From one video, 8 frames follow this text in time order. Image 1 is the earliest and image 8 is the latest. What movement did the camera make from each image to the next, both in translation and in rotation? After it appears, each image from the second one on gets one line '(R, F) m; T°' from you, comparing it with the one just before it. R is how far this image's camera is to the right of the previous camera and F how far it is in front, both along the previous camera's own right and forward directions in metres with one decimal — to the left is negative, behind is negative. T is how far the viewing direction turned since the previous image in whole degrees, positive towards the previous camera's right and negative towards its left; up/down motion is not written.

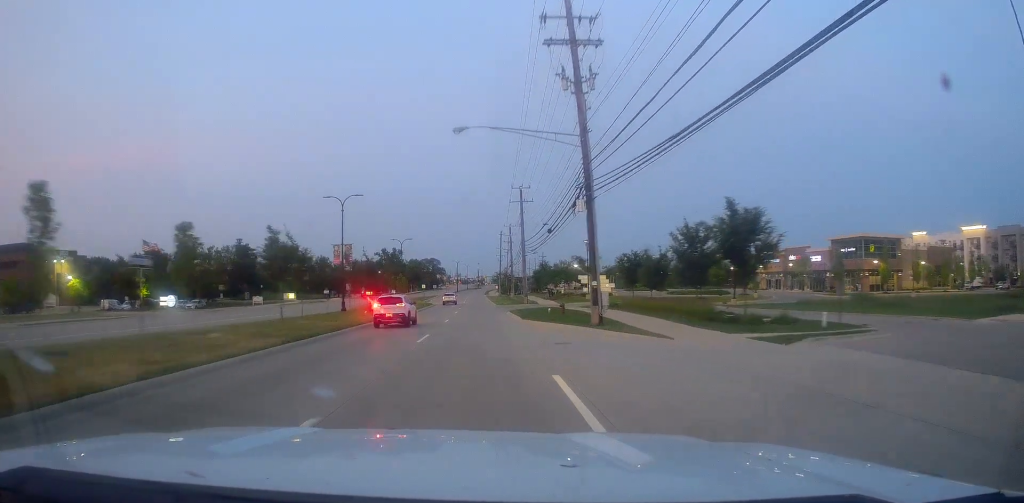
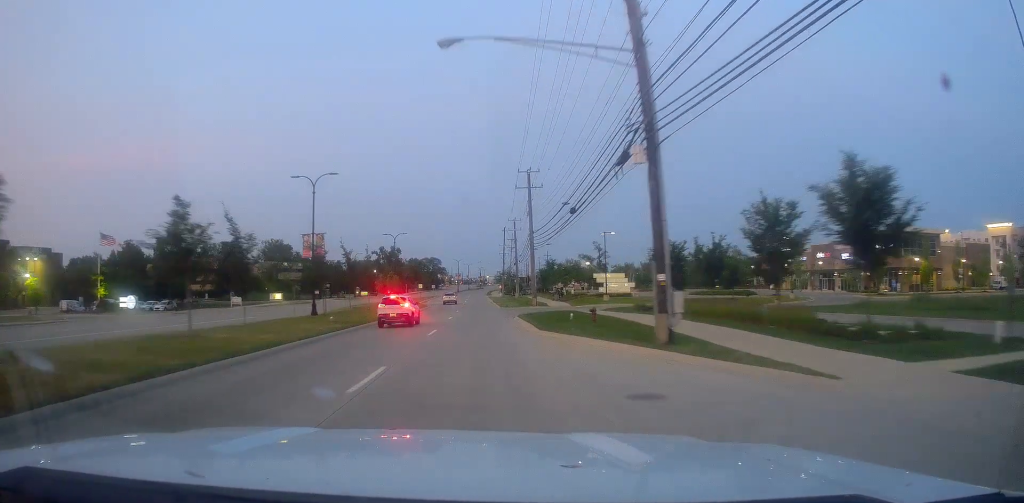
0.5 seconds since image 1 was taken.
(-0.2, +10.5) m; -1°
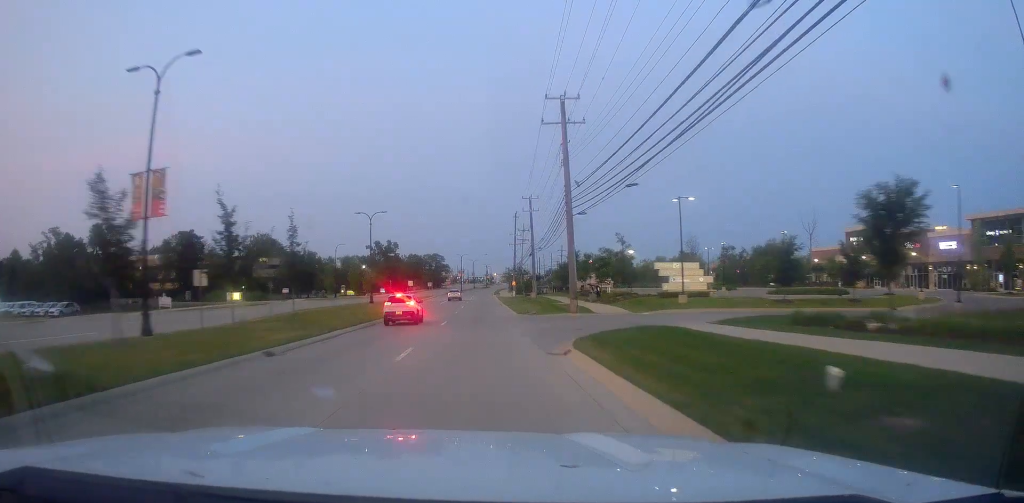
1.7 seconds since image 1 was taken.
(-0.6, +25.2) m; 0°
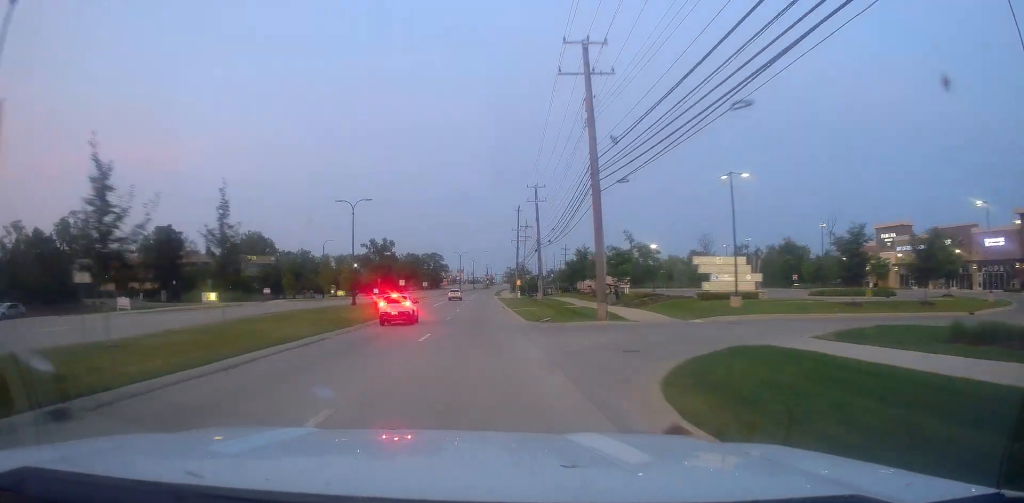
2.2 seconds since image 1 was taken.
(-0.1, +9.8) m; 0°
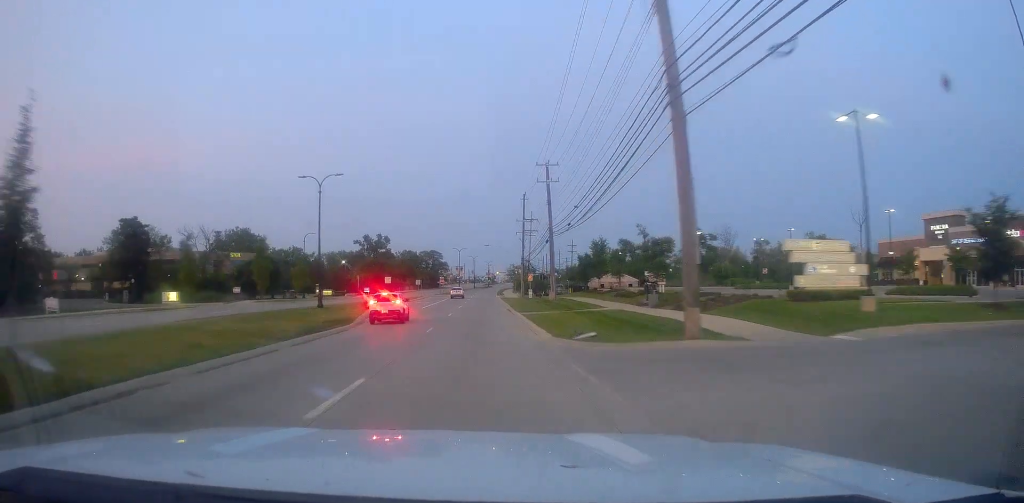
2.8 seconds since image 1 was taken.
(+0.5, +13.2) m; 0°
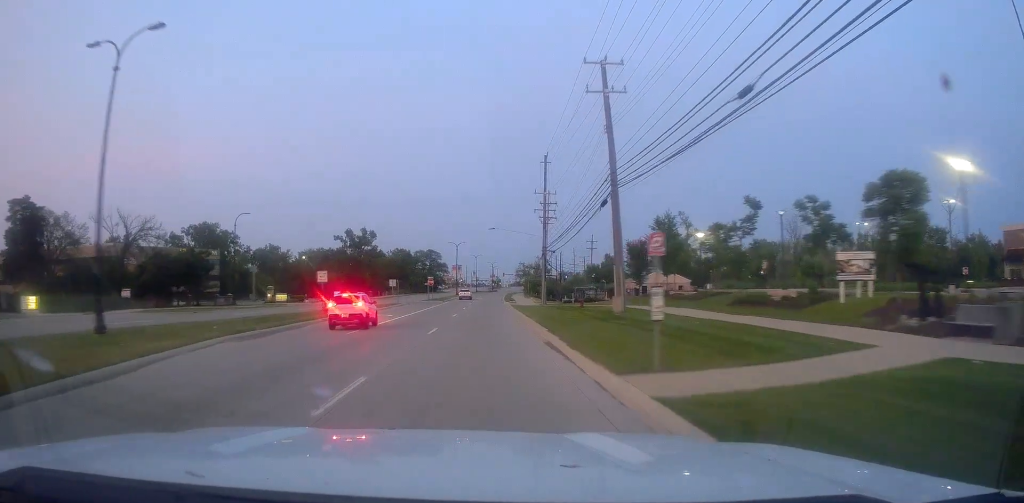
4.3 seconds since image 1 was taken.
(-0.6, +30.5) m; -1°
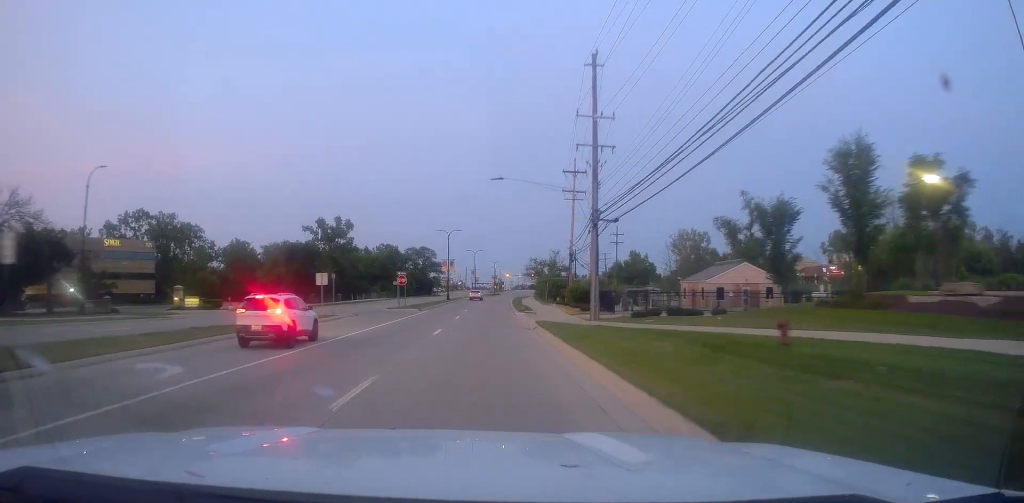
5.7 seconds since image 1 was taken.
(0.0, +30.2) m; 0°
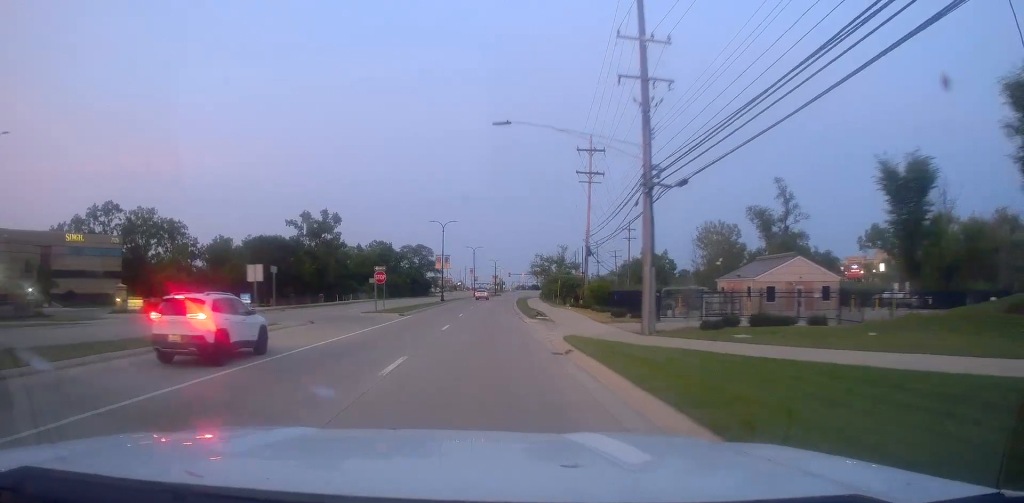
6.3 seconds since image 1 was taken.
(0.0, +11.6) m; 0°
